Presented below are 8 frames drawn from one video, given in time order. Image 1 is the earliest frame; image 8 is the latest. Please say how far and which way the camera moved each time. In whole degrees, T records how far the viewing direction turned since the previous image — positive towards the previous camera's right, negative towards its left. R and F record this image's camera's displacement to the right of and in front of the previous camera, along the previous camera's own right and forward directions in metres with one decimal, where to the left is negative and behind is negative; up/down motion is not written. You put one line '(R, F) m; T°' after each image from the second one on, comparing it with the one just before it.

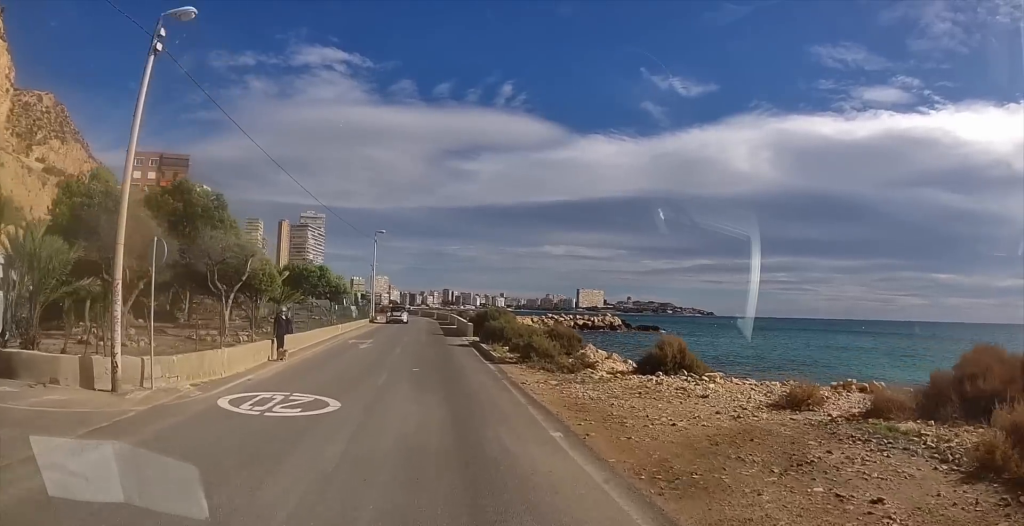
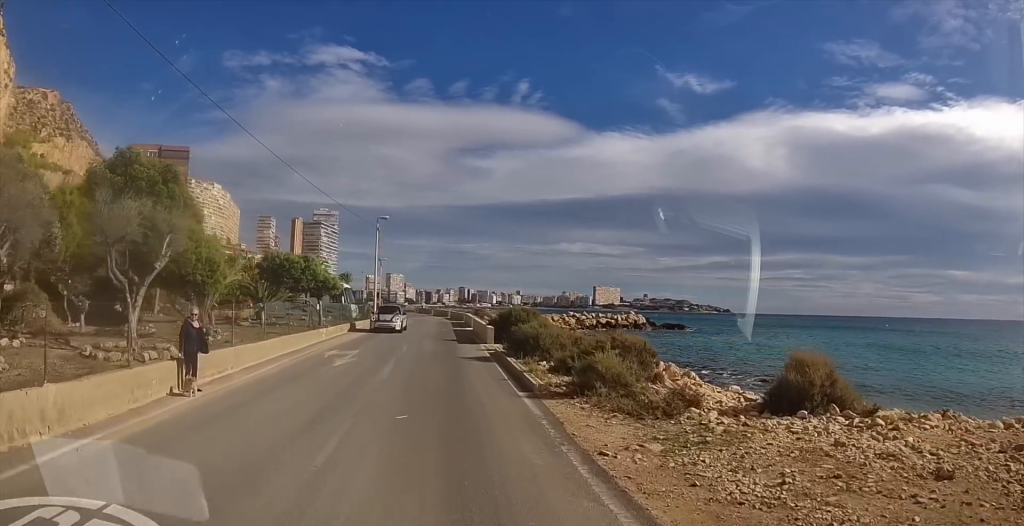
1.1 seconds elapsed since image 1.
(0.0, +6.9) m; 0°
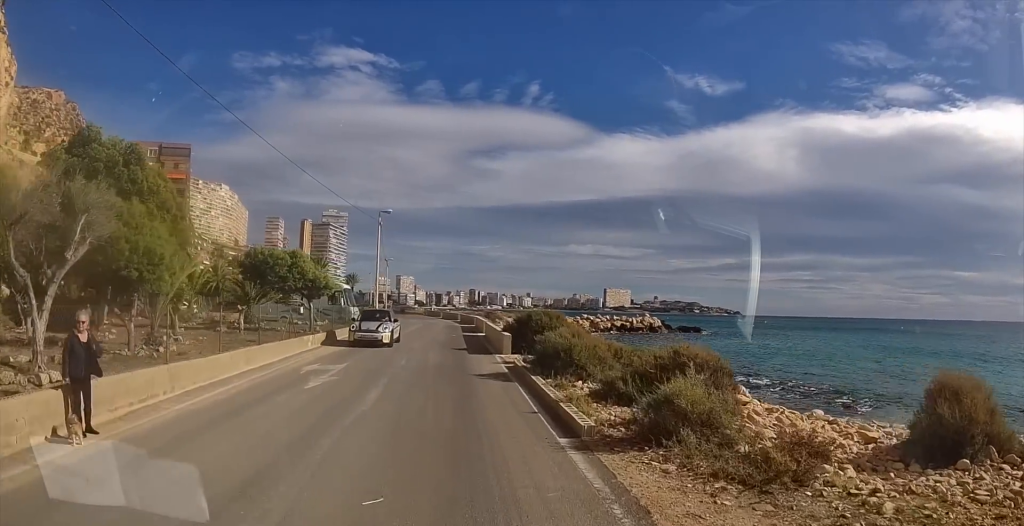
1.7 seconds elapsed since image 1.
(-0.1, +3.9) m; 0°
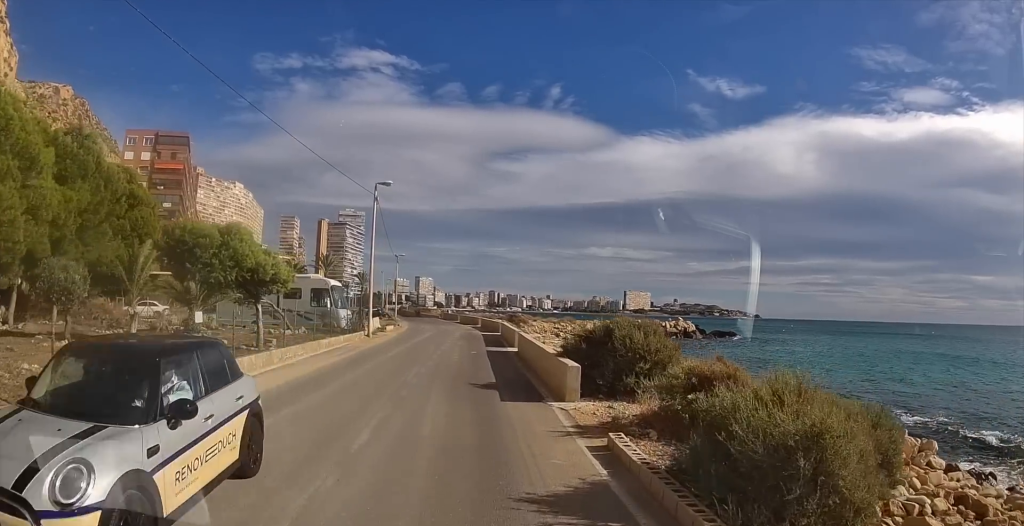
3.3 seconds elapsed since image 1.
(+0.1, +9.4) m; -3°
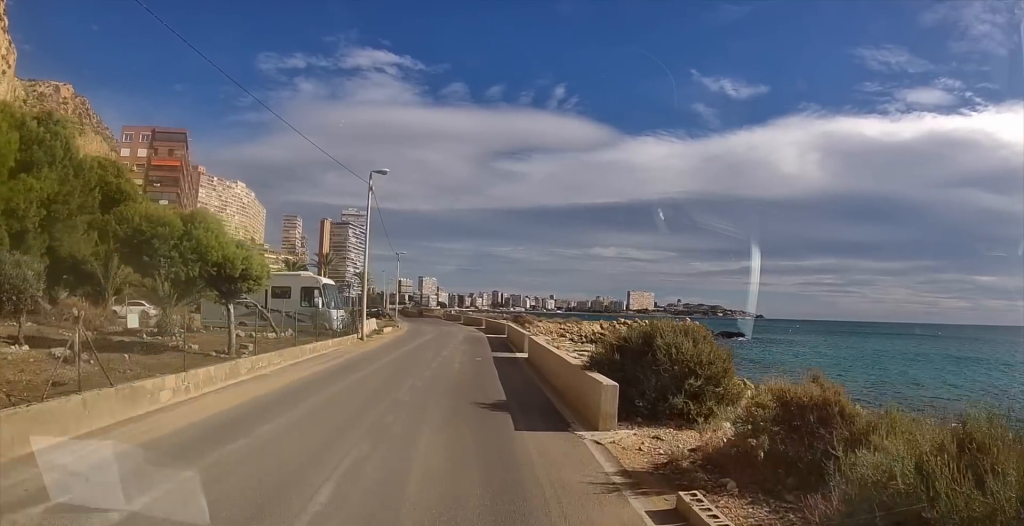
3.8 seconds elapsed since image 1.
(0.0, +2.5) m; -1°
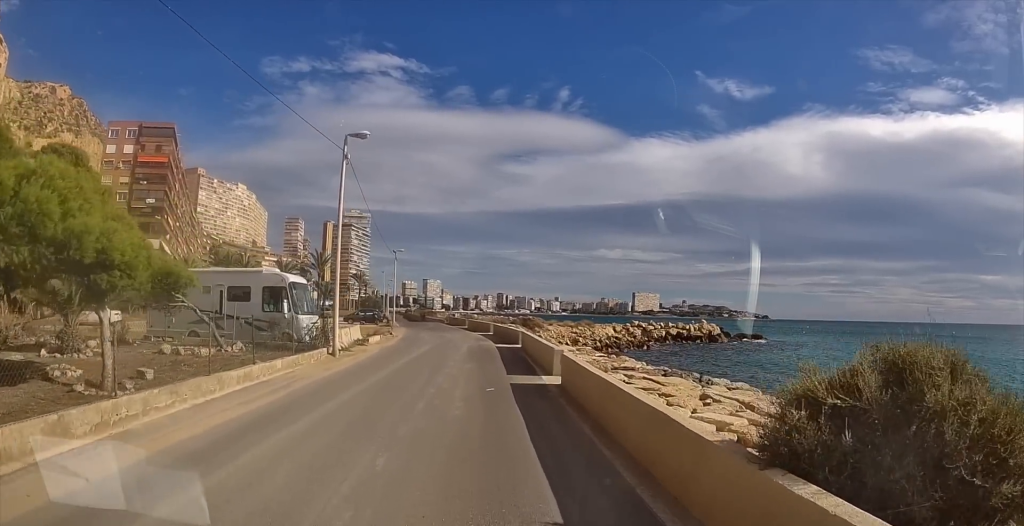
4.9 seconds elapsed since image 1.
(0.0, +6.4) m; 0°
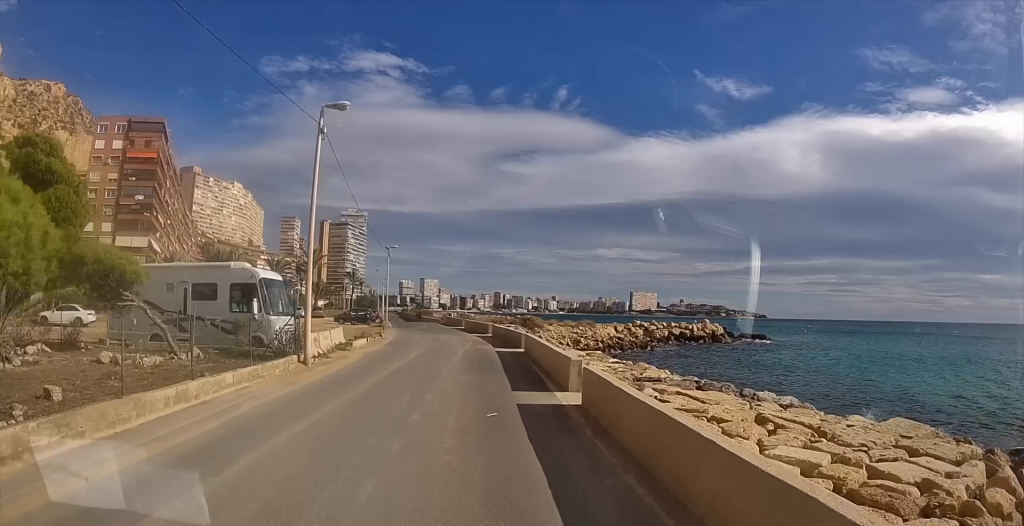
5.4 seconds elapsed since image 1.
(0.0, +2.9) m; 0°
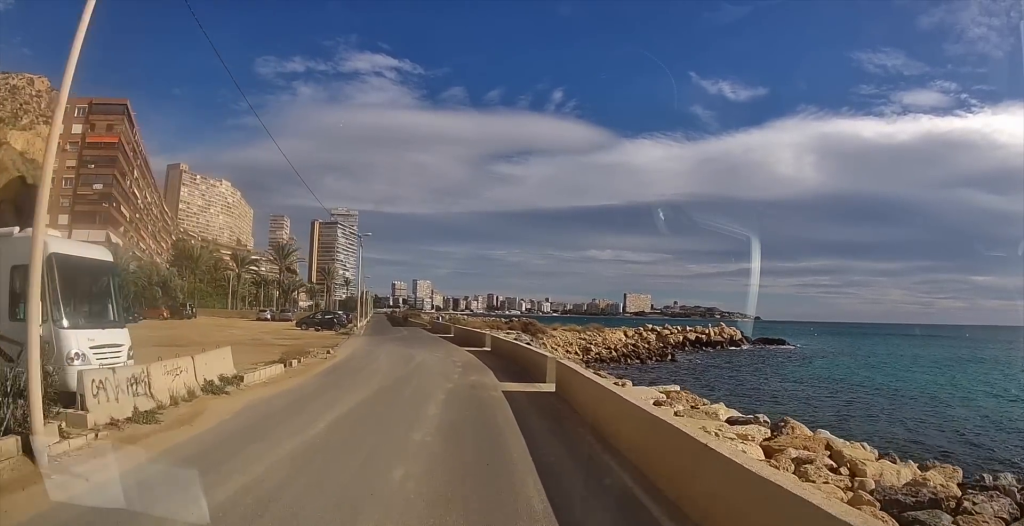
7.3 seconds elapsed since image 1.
(-0.1, +11.0) m; 0°
